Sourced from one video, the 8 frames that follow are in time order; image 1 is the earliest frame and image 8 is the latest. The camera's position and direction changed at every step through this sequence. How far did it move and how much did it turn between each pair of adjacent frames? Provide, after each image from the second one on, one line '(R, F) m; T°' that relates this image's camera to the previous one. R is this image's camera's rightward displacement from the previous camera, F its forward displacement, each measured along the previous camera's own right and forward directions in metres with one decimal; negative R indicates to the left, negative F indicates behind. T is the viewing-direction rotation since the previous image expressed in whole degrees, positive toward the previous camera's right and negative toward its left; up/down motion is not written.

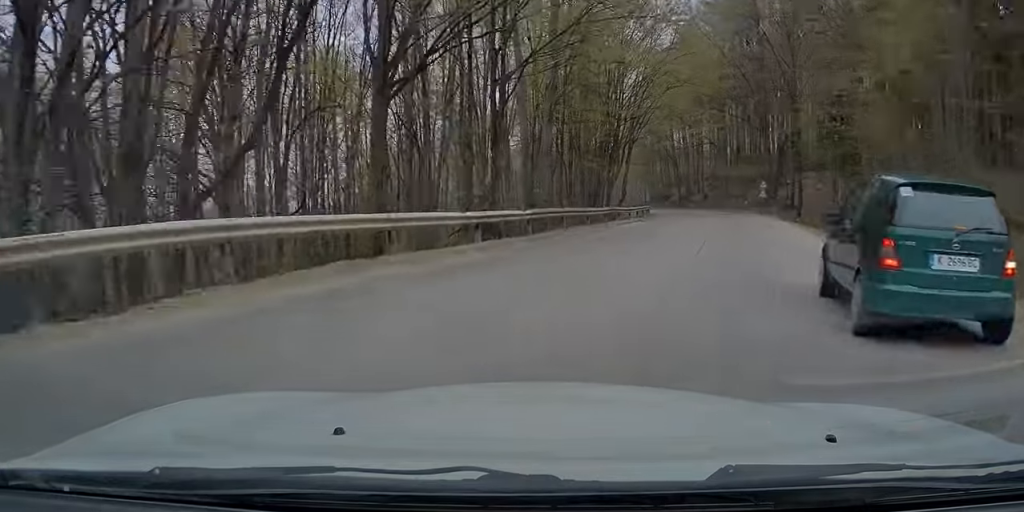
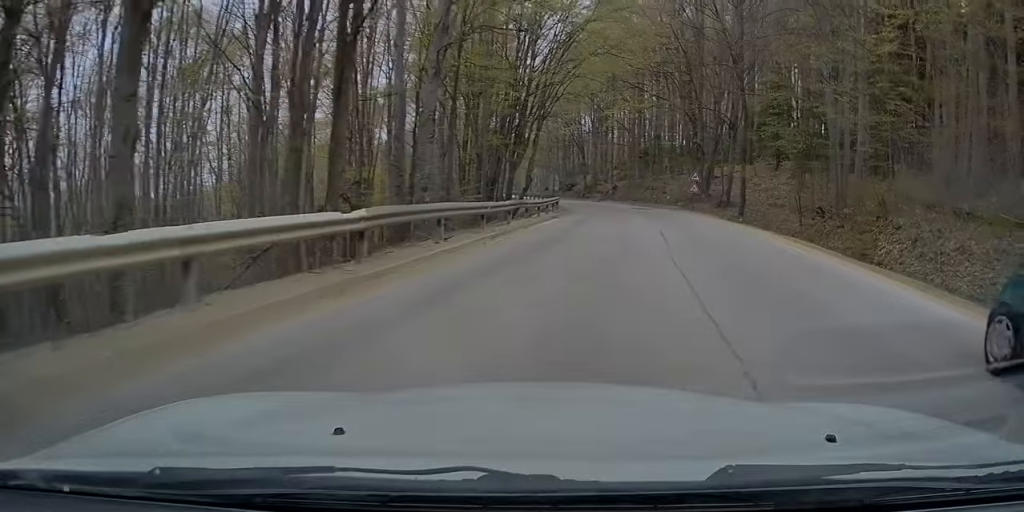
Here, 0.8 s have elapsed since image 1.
(+2.4, +6.3) m; +27°
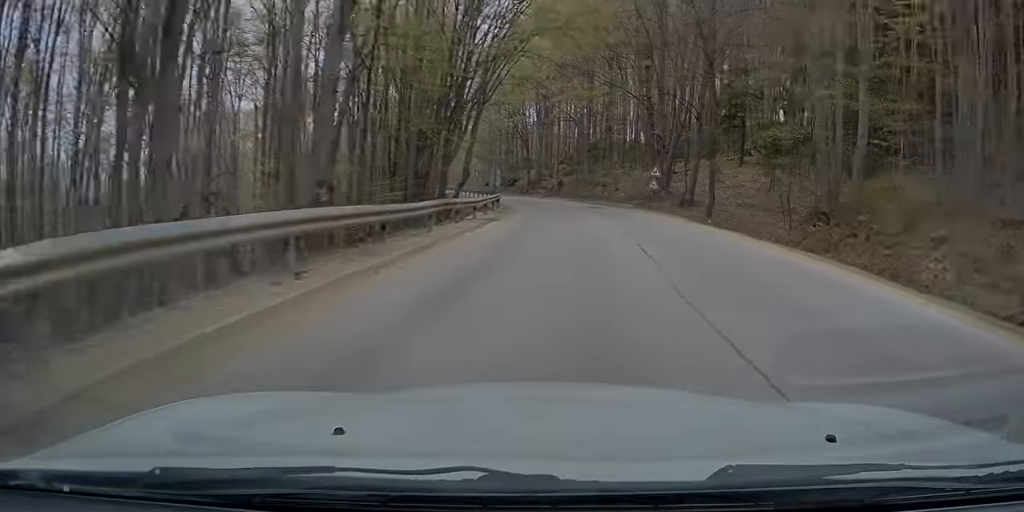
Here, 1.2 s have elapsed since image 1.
(+0.4, +4.3) m; +3°
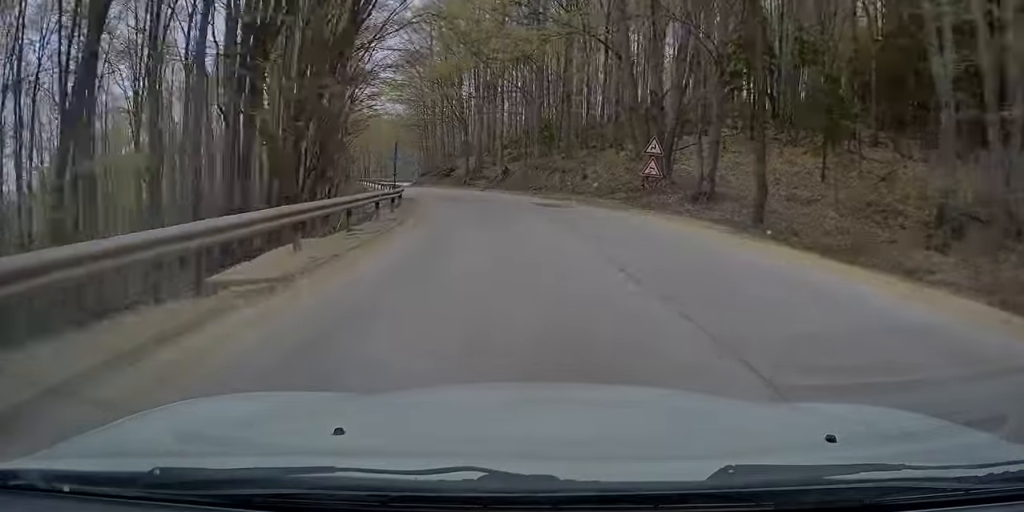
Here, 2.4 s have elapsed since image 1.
(+1.0, +12.5) m; +7°
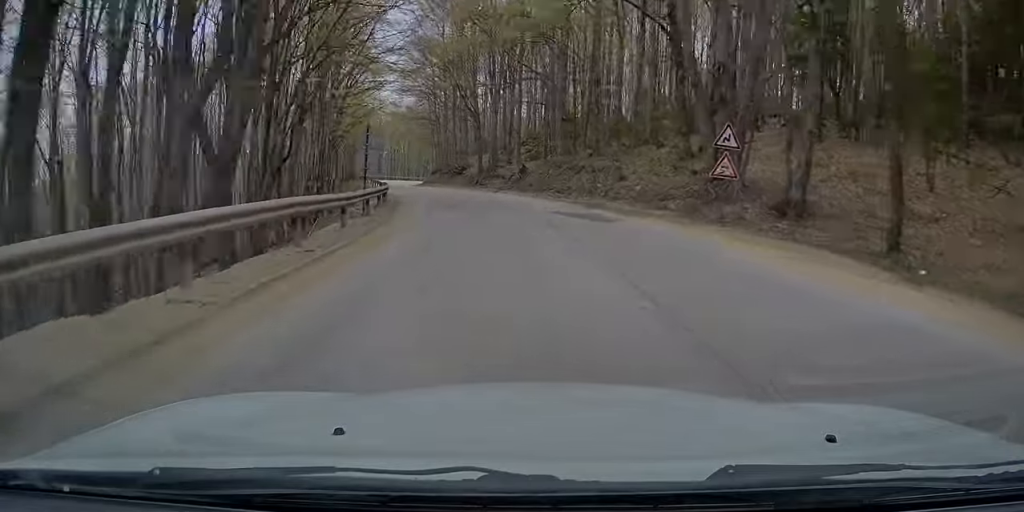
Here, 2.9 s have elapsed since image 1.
(+0.1, +6.4) m; +1°
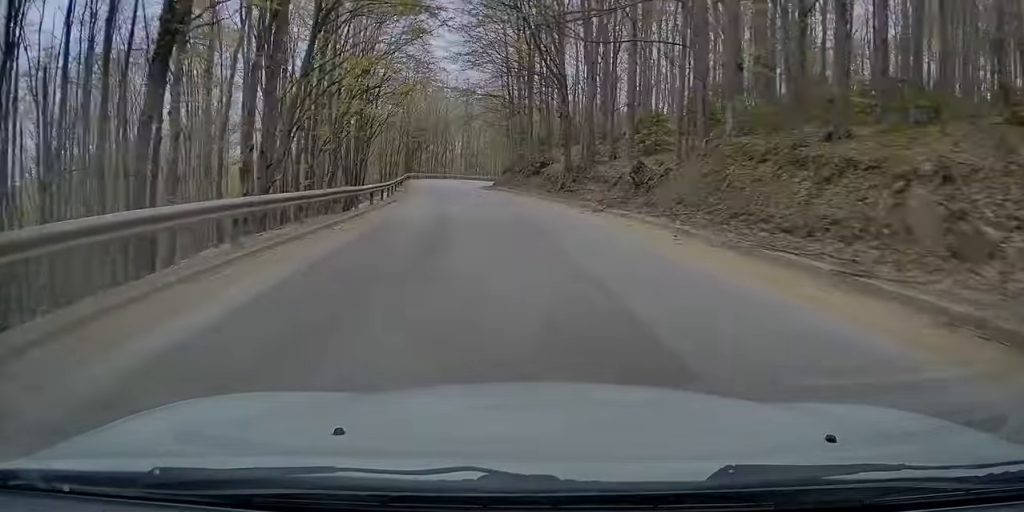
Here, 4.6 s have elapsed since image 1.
(0.0, +23.4) m; -3°
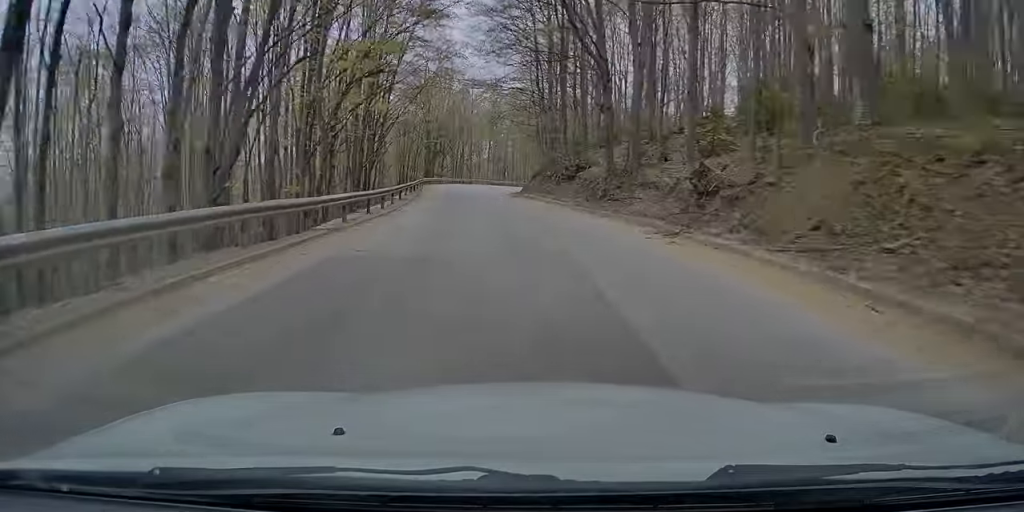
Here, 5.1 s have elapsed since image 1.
(-0.1, +7.4) m; -2°
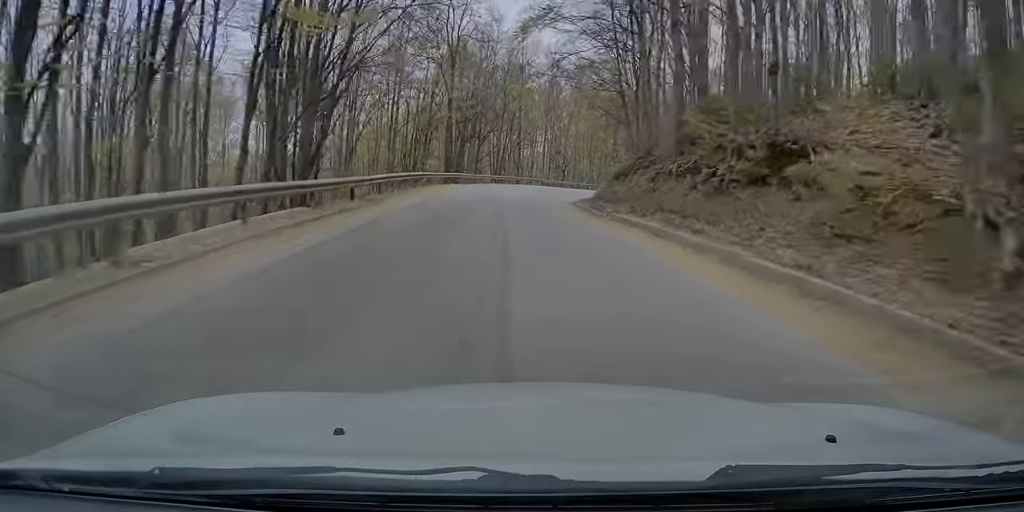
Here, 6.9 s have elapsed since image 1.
(-1.6, +25.7) m; -6°
